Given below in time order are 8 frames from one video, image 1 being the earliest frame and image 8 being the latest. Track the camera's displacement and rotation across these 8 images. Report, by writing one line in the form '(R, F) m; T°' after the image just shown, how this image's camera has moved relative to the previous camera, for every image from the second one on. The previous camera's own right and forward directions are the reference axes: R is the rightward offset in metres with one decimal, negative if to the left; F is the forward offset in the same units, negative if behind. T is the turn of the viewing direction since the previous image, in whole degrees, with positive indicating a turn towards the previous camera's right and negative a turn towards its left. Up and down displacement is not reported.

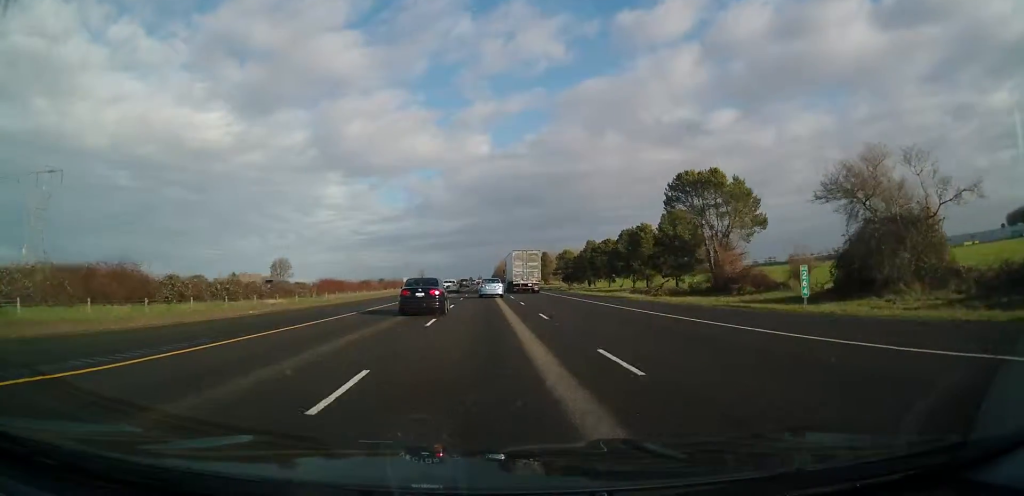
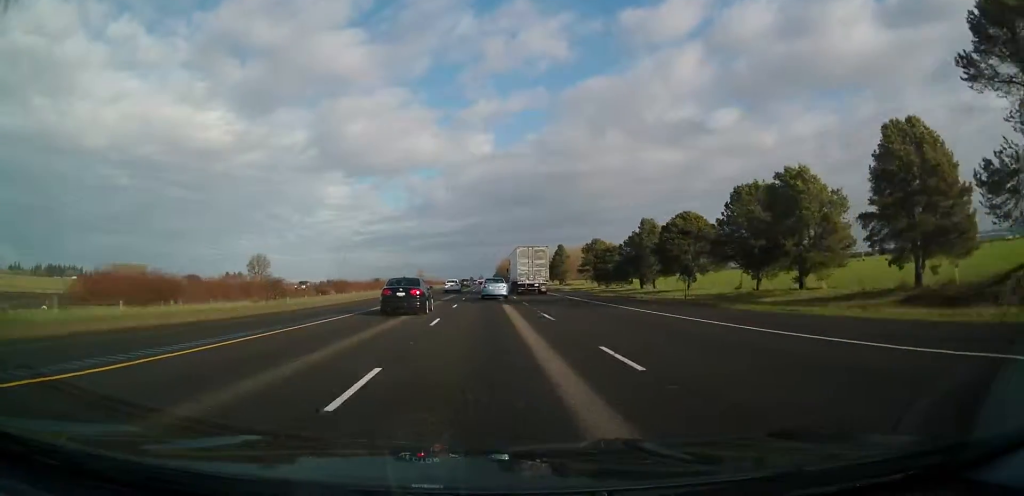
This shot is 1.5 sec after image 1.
(-0.3, +49.0) m; -1°
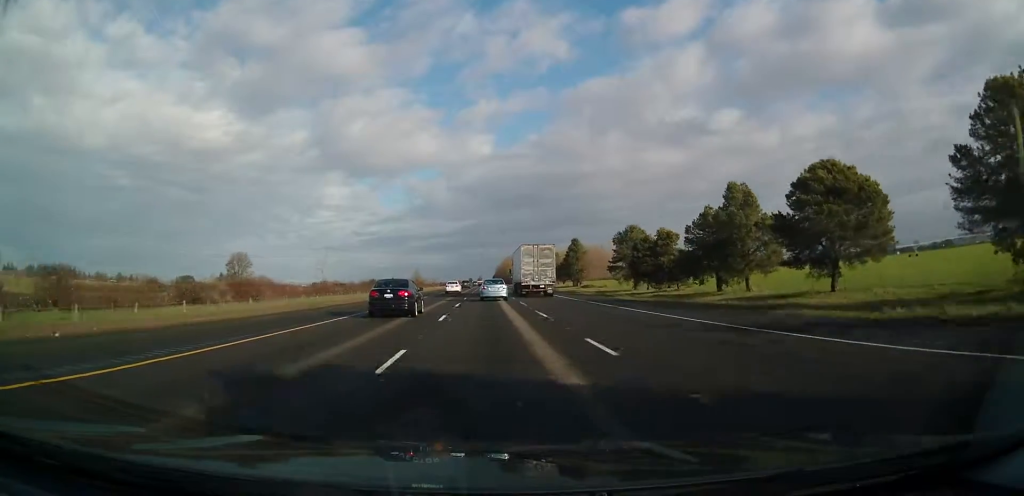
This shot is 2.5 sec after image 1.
(-0.3, +34.2) m; +1°
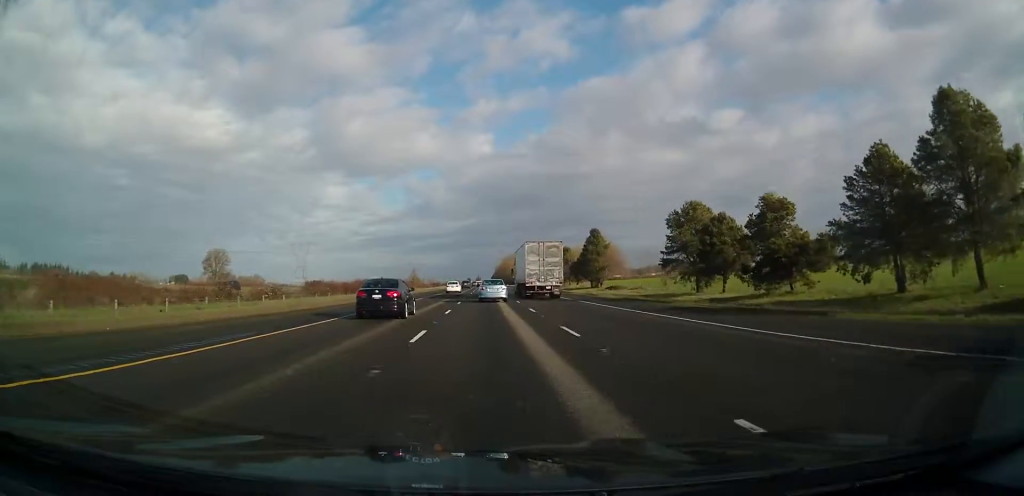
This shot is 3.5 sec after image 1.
(+0.7, +31.9) m; +1°
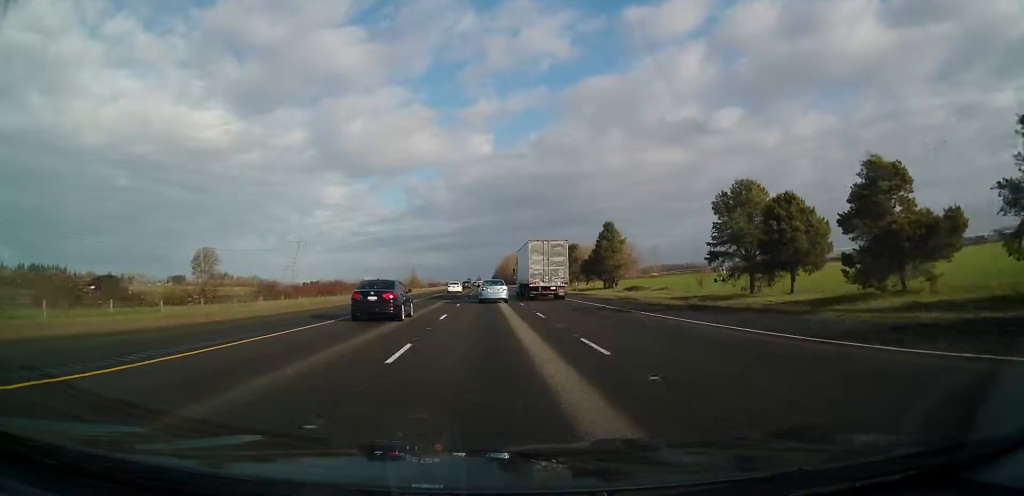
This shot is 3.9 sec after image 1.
(-0.1, +15.3) m; 0°
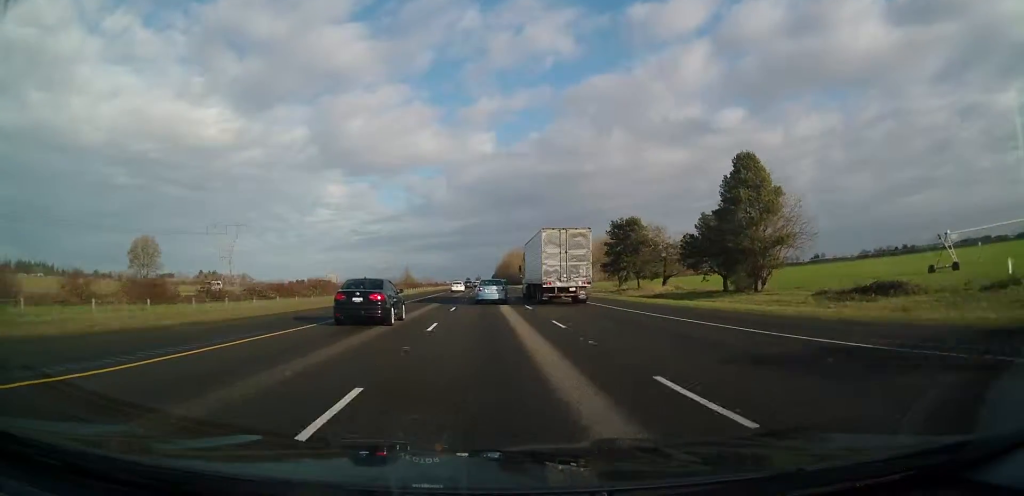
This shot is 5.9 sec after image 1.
(-0.1, +65.7) m; 0°
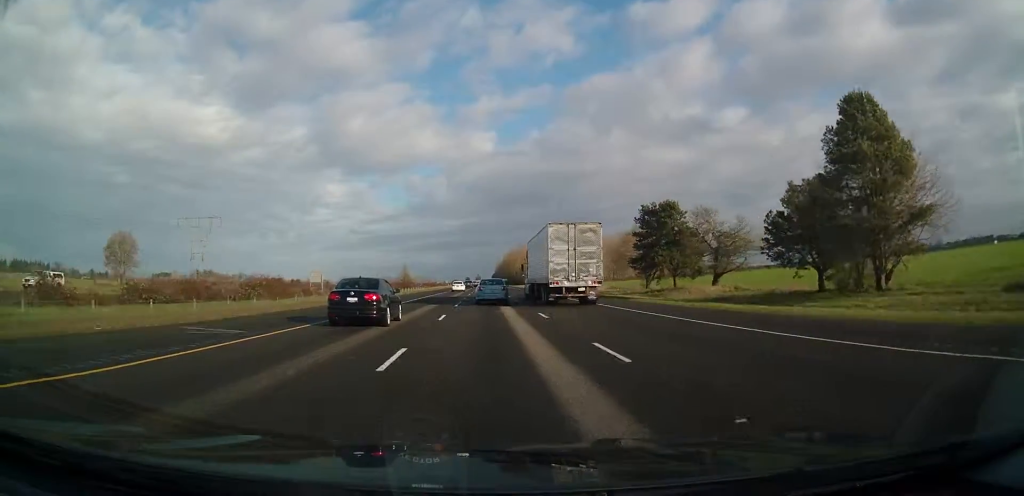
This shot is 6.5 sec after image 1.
(0.0, +19.8) m; 0°
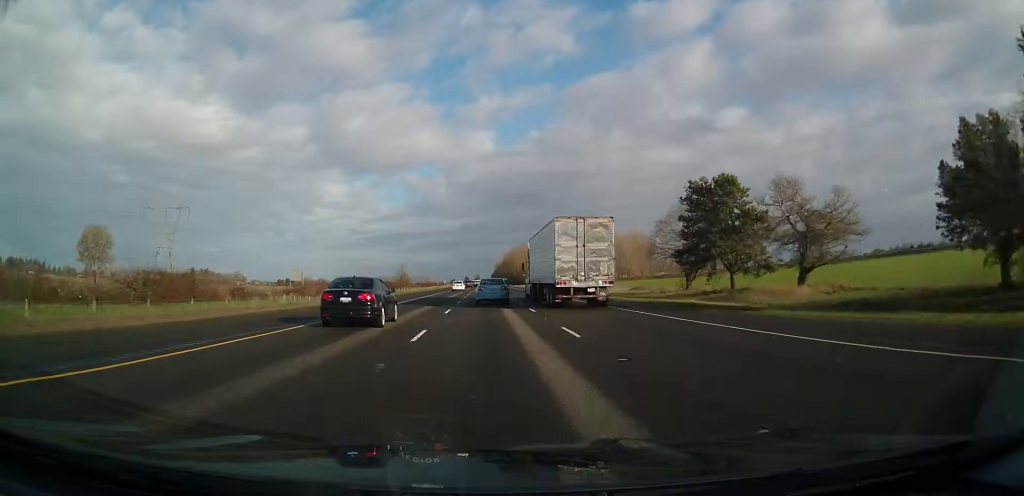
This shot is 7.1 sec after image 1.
(0.0, +19.8) m; 0°
